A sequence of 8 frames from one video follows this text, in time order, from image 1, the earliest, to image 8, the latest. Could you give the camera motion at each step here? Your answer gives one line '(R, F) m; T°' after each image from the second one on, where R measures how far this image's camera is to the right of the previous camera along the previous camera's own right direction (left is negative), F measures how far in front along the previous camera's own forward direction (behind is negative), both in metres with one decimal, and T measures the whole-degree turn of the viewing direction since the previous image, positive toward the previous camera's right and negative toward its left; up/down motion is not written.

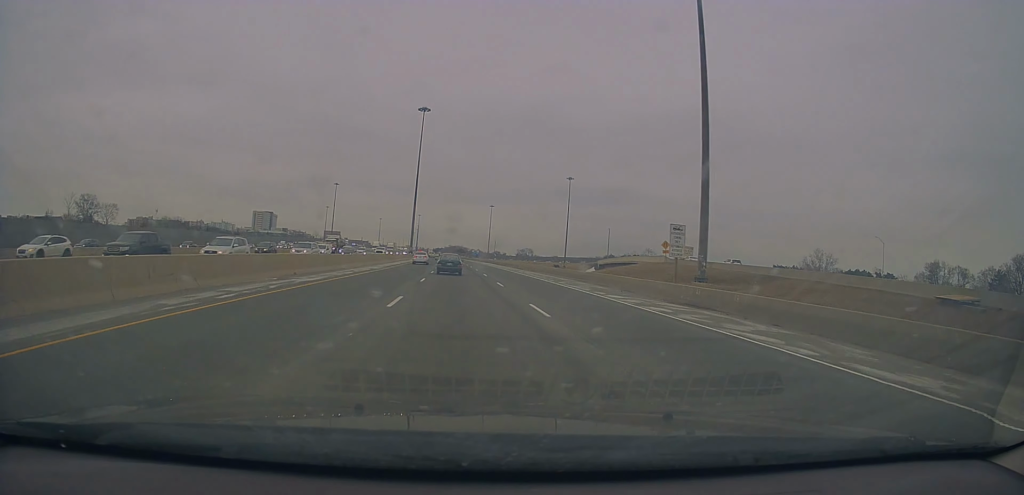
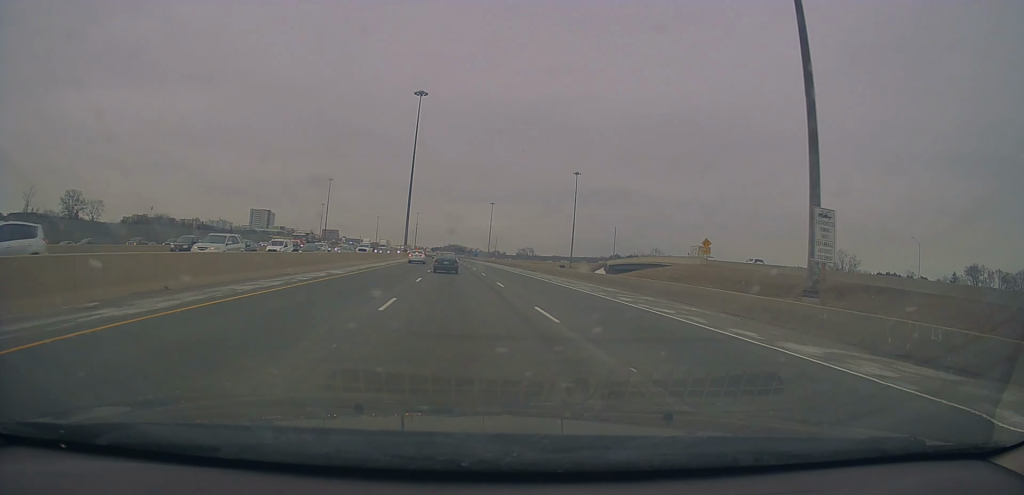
(0.0, +12.7) m; 0°
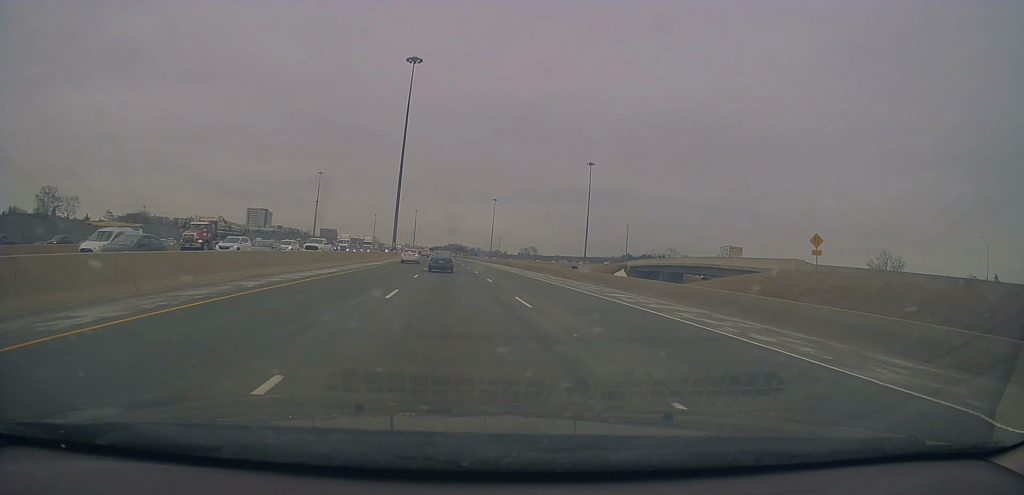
(0.0, +21.3) m; -1°
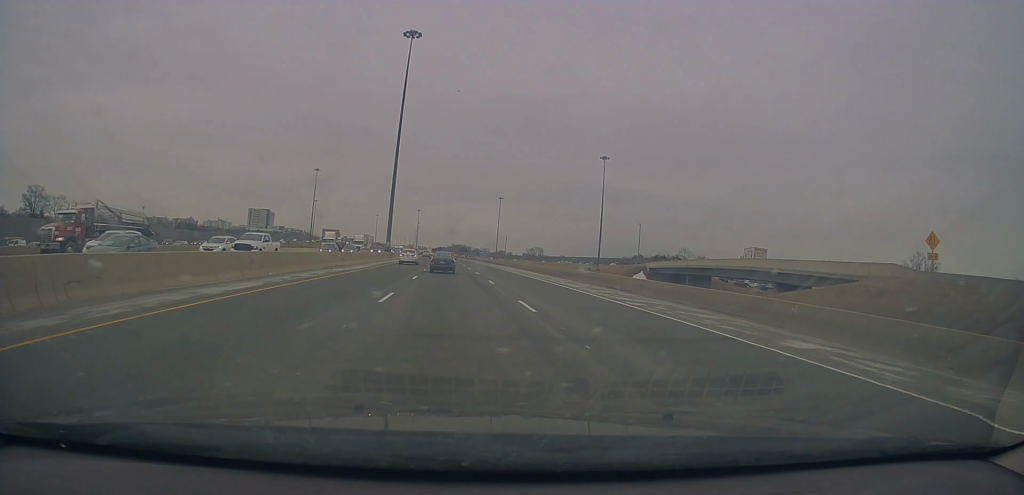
(-0.1, +13.5) m; 0°
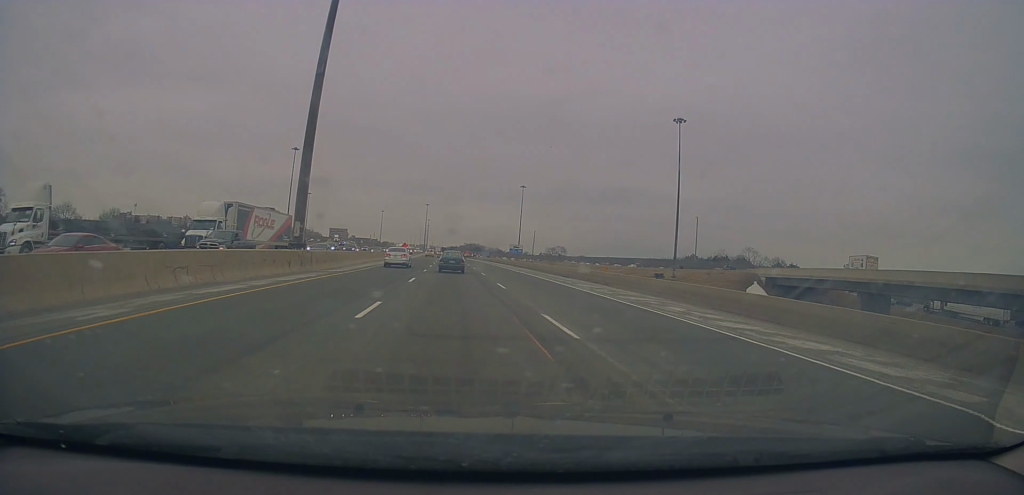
(+0.8, +50.3) m; 0°
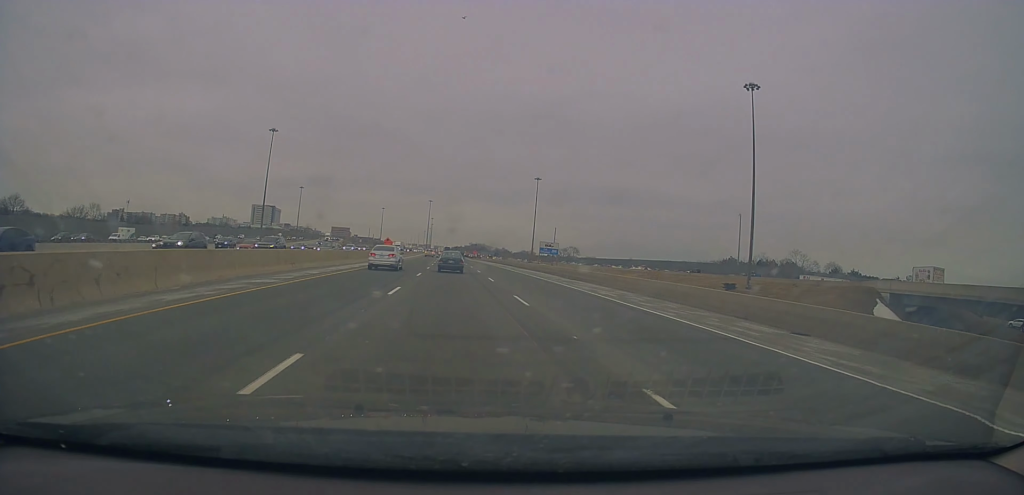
(-0.7, +32.0) m; -2°
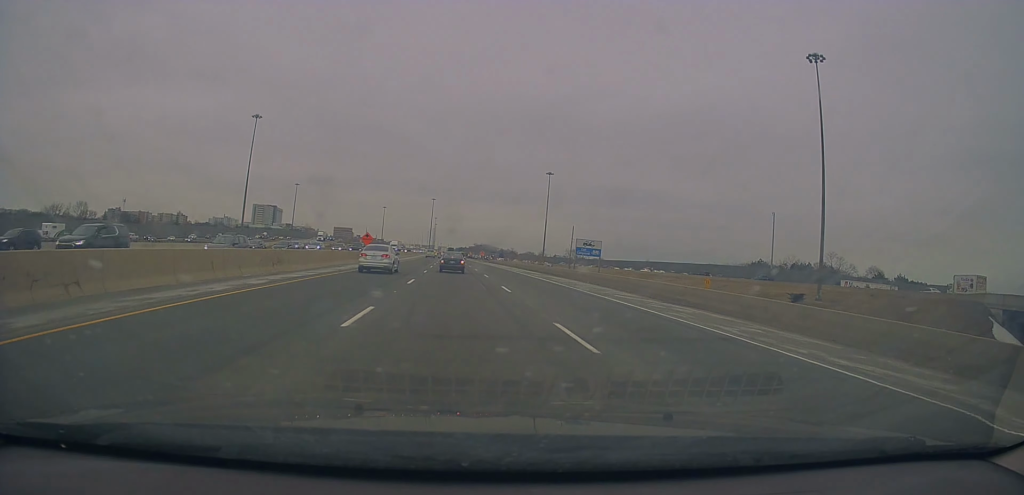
(0.0, +20.5) m; 0°
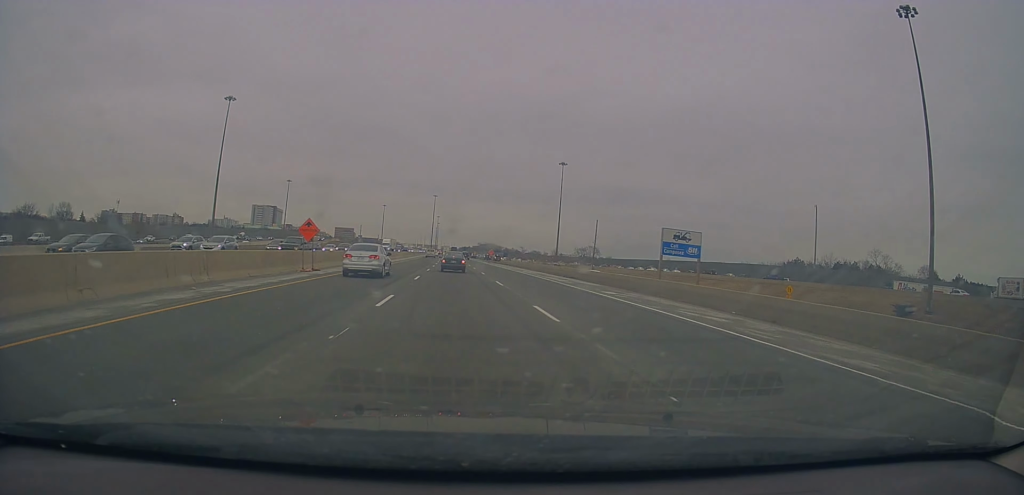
(-0.1, +22.3) m; 0°
